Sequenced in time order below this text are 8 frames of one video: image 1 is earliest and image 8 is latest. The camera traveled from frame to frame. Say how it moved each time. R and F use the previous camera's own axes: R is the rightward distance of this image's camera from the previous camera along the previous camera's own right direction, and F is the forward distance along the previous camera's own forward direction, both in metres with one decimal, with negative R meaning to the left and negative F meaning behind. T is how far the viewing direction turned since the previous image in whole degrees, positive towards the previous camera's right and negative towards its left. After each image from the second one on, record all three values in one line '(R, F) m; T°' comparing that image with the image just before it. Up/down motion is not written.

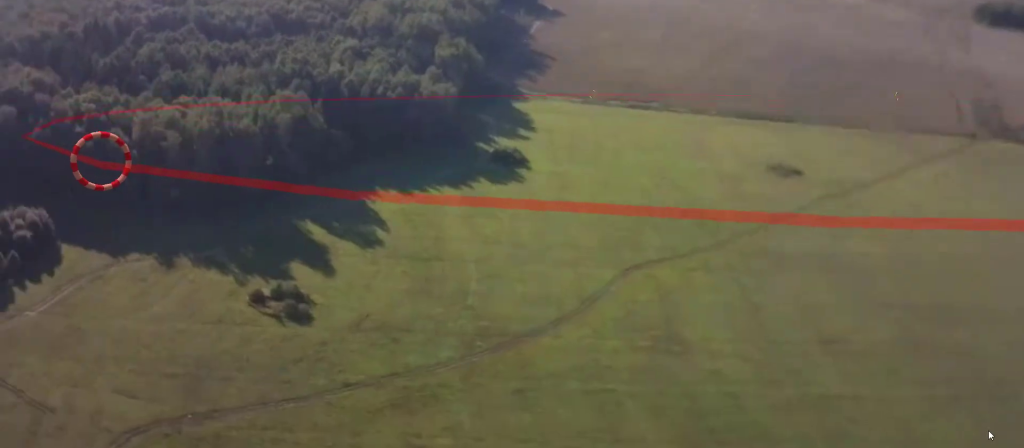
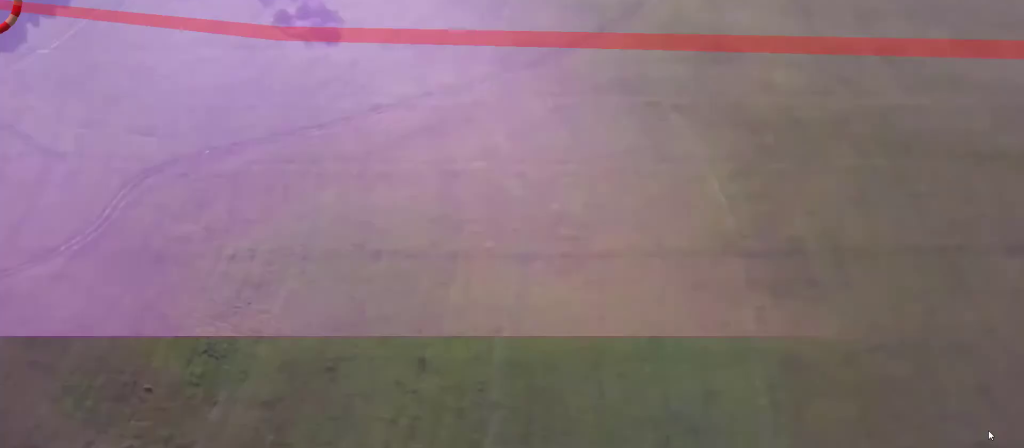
(+0.2, +20.4) m; -5°
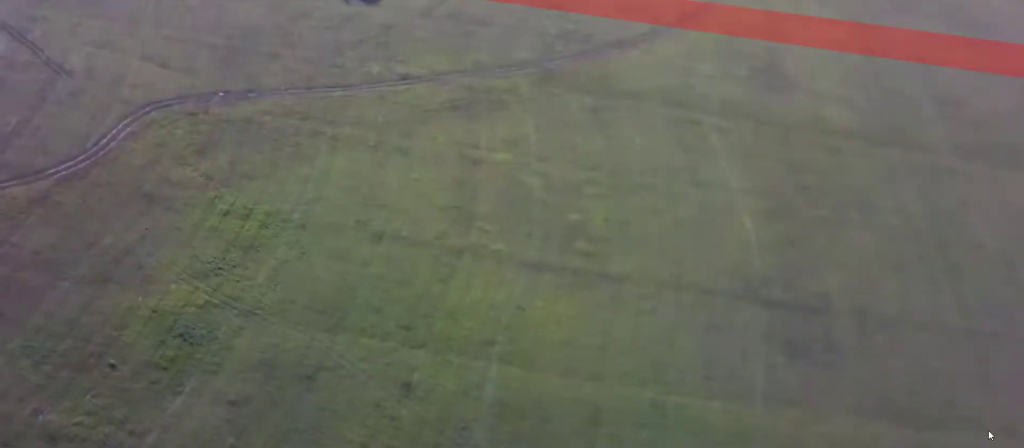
(-0.3, +14.8) m; -18°
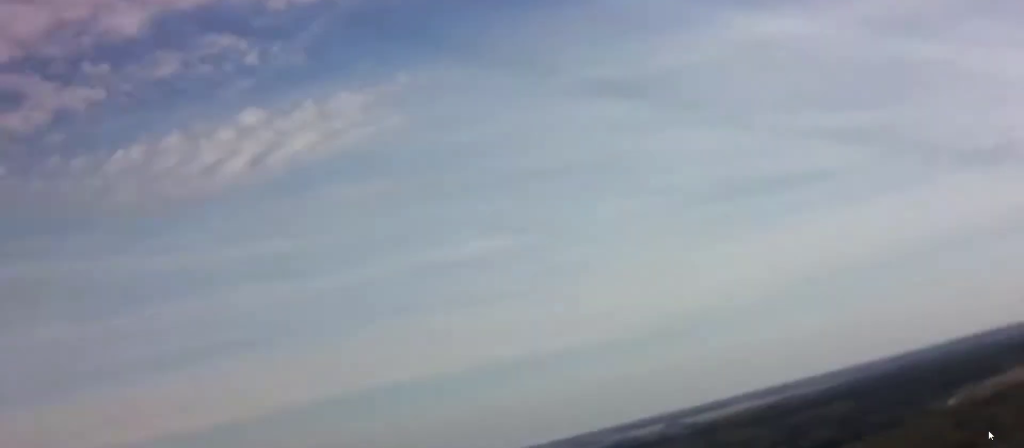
(-29.9, +18.5) m; -89°
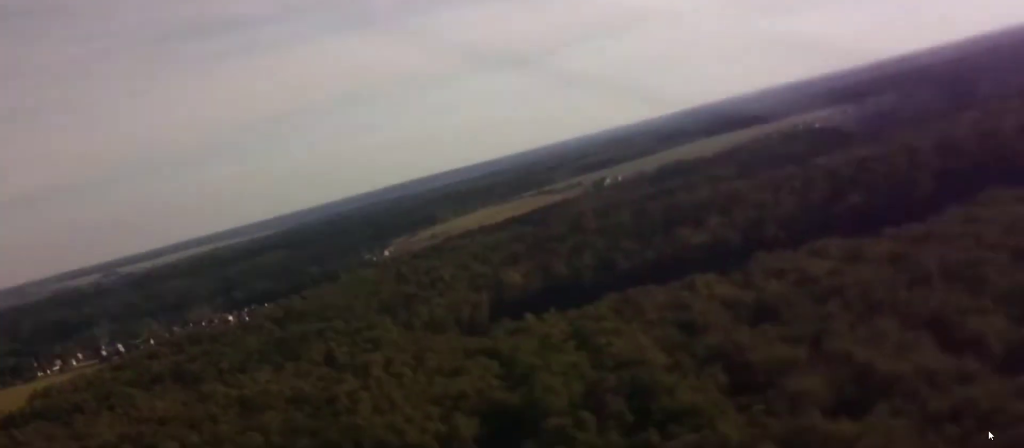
(+3.2, +15.9) m; +18°
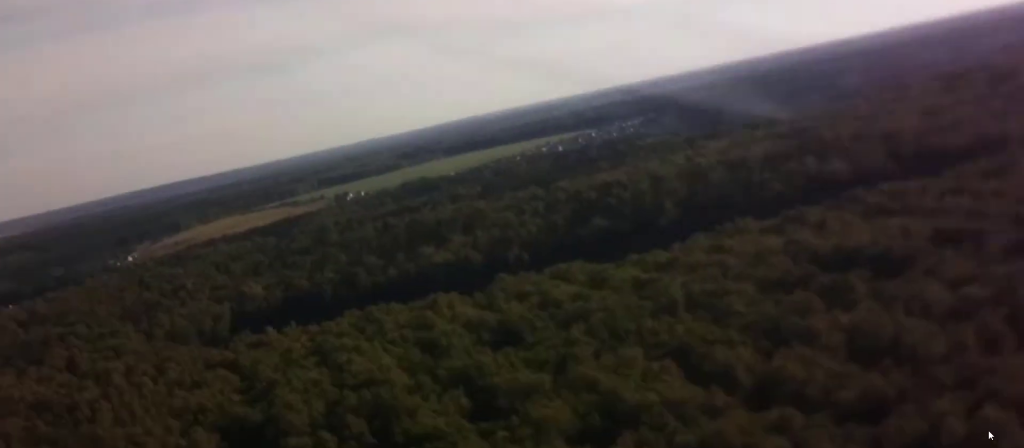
(+0.2, +6.5) m; +4°
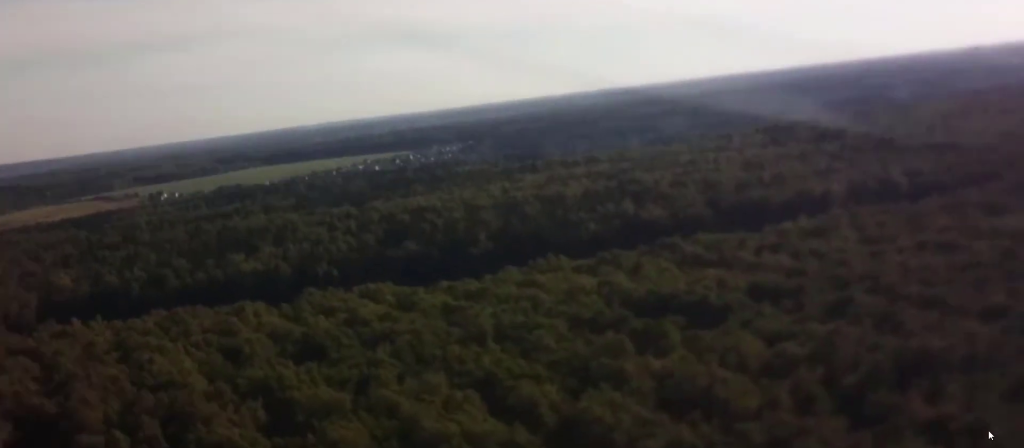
(+0.1, +10.1) m; +6°
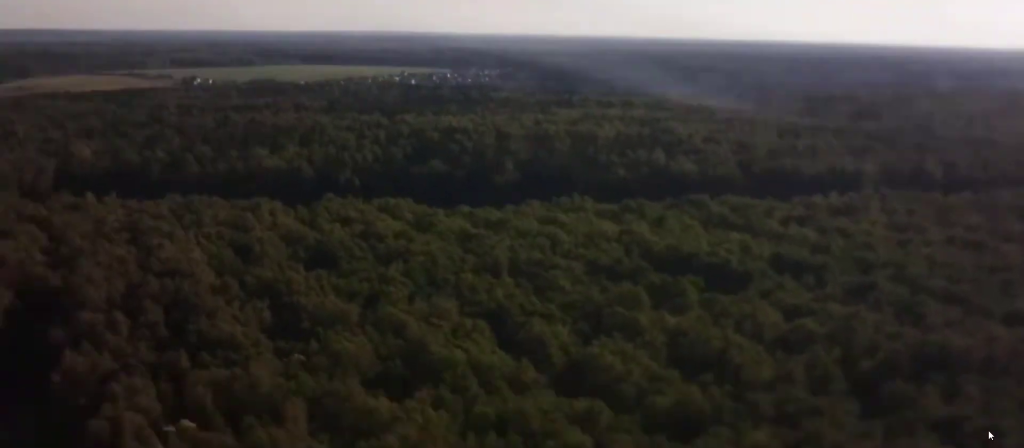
(+0.9, +8.2) m; +4°
